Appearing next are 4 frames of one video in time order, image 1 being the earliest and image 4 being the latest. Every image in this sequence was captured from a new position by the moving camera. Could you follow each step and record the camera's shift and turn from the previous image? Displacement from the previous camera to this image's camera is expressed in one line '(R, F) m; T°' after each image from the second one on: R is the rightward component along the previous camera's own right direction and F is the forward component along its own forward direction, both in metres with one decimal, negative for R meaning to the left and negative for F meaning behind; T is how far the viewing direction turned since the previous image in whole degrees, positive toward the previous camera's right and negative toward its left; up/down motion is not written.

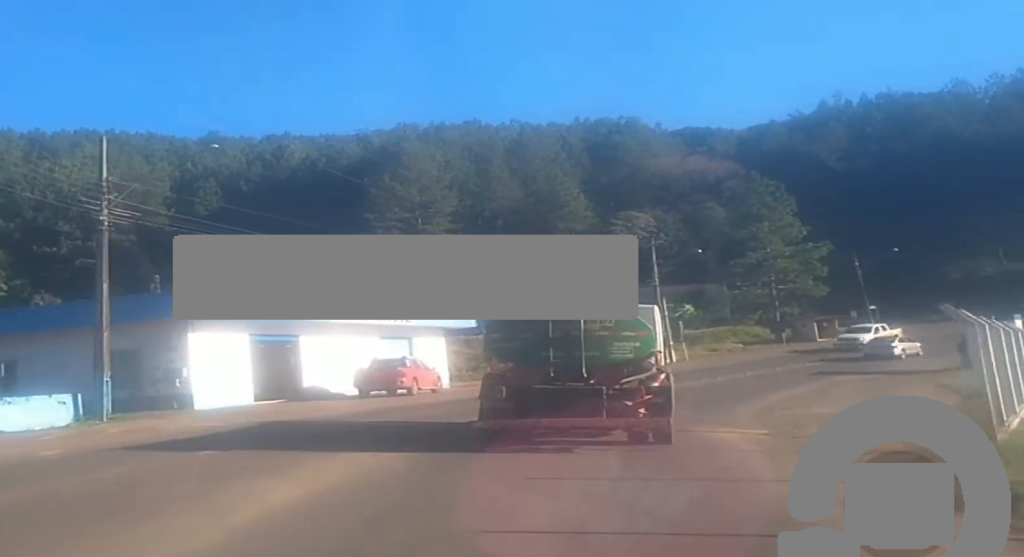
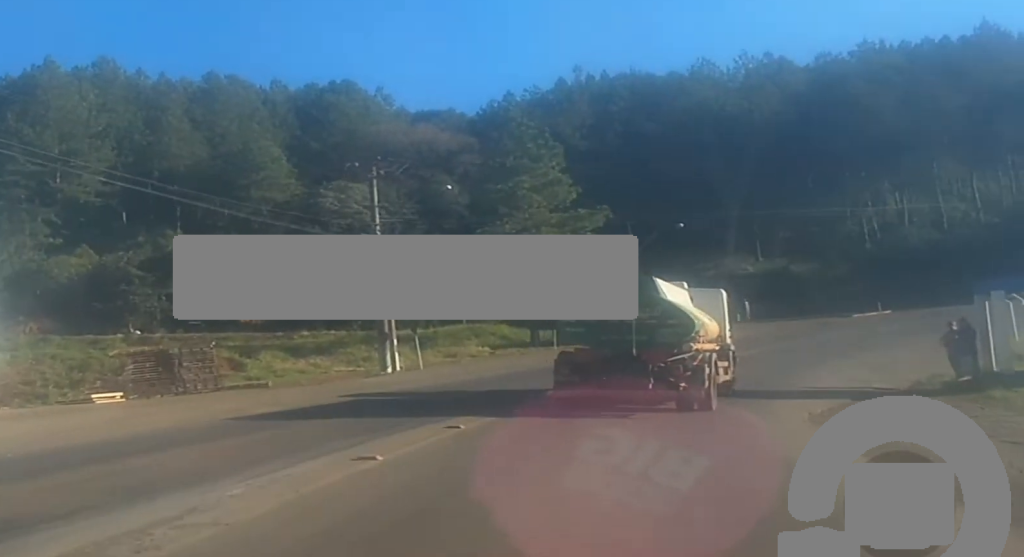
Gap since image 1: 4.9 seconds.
(+6.8, +31.1) m; +20°
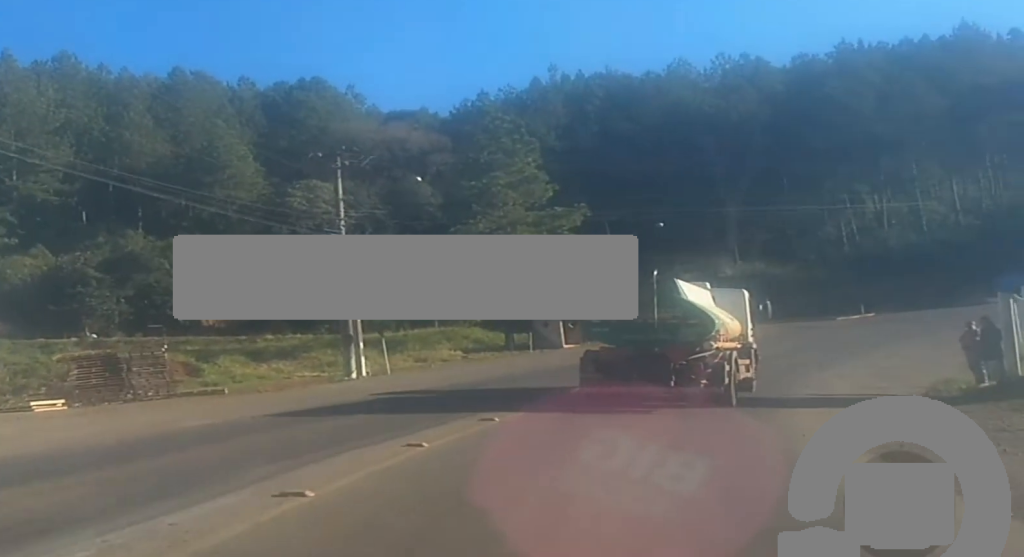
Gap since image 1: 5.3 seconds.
(+0.2, +2.6) m; +3°
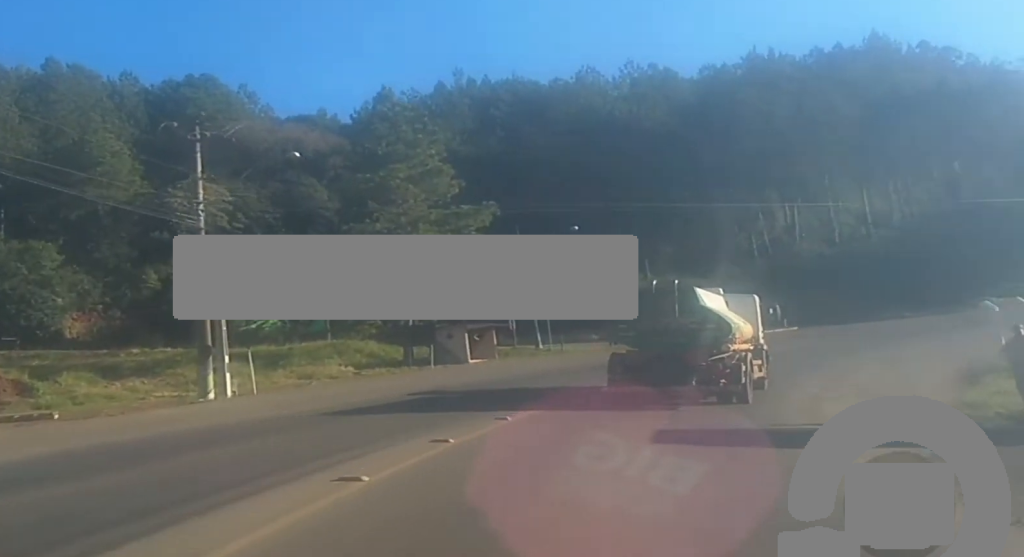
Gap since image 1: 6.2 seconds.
(+0.4, +6.2) m; +5°
